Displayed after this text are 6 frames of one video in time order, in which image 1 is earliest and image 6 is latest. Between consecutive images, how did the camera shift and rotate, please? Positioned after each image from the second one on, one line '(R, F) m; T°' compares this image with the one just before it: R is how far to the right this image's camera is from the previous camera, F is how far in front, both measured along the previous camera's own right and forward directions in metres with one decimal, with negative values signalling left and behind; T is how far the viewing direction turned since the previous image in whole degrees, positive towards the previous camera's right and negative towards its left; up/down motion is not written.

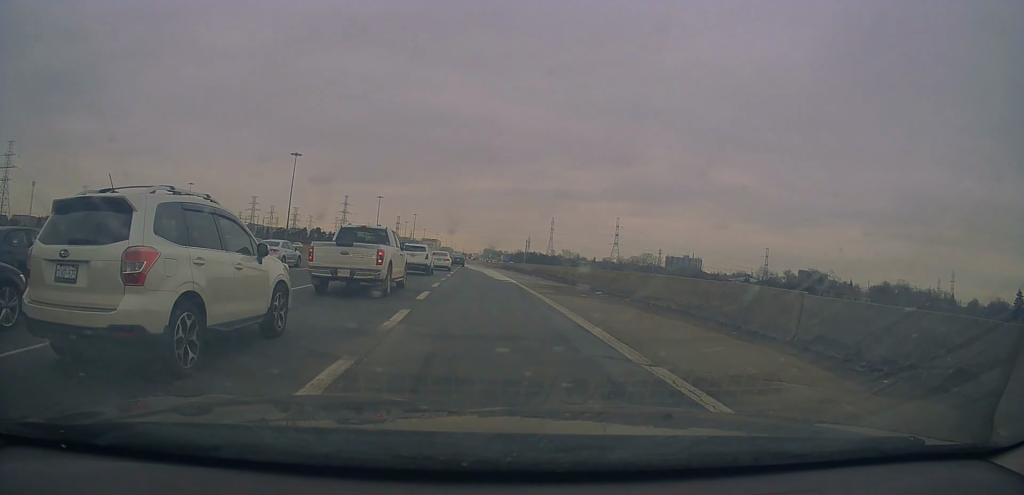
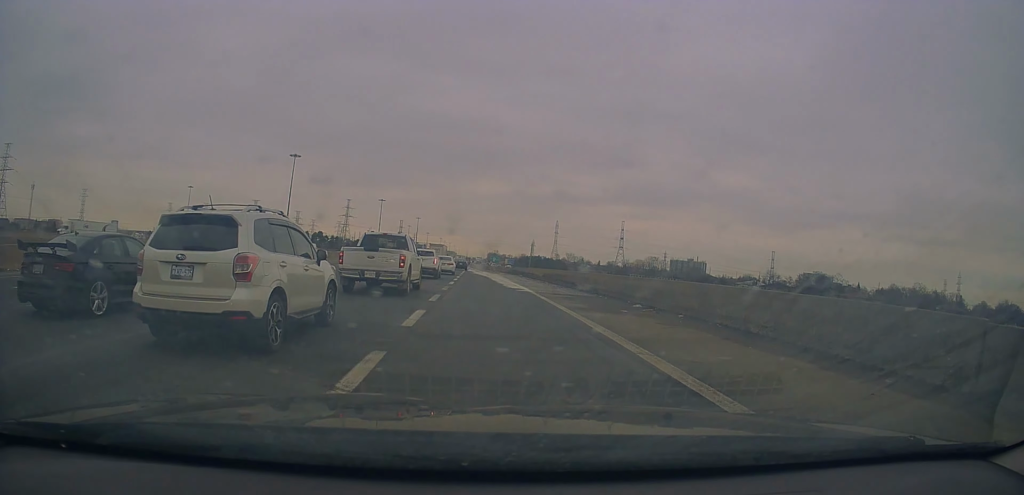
(0.0, +4.6) m; 0°
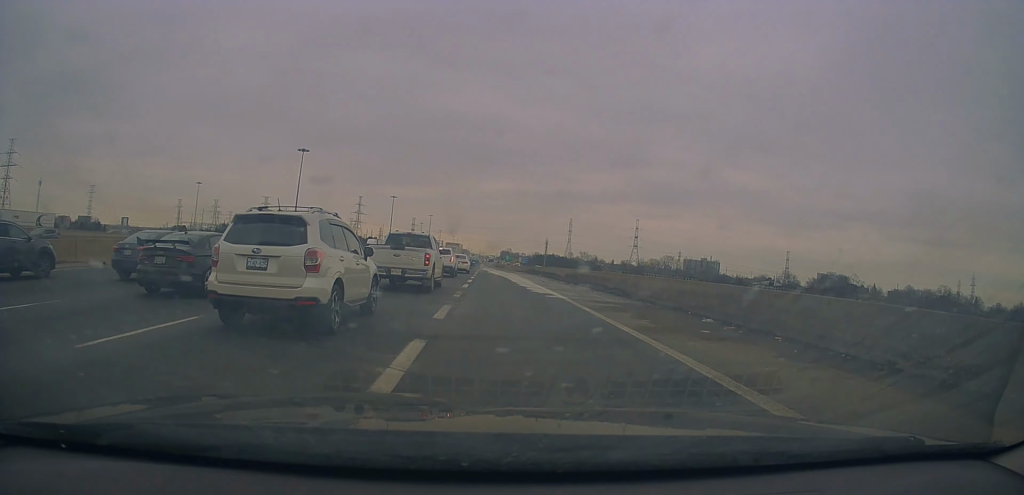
(0.0, +4.3) m; 0°
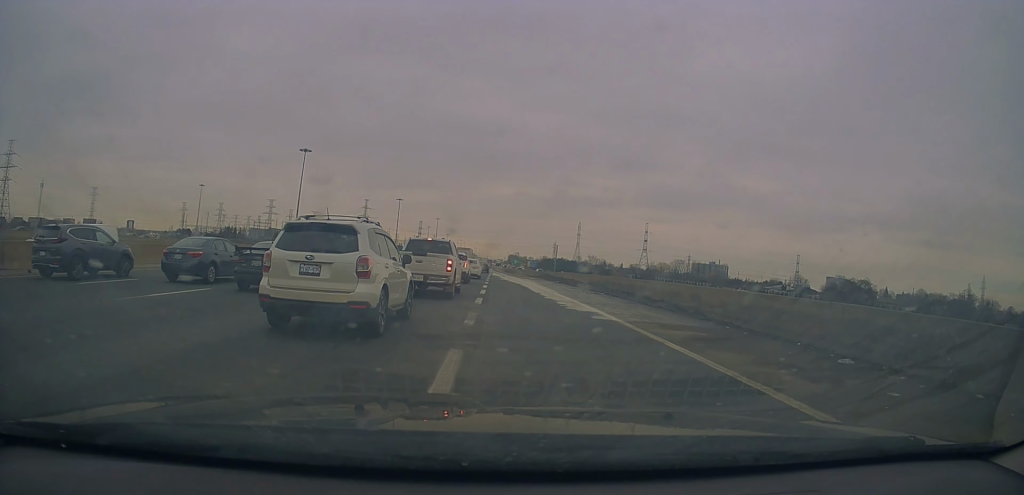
(+0.1, +5.6) m; +1°
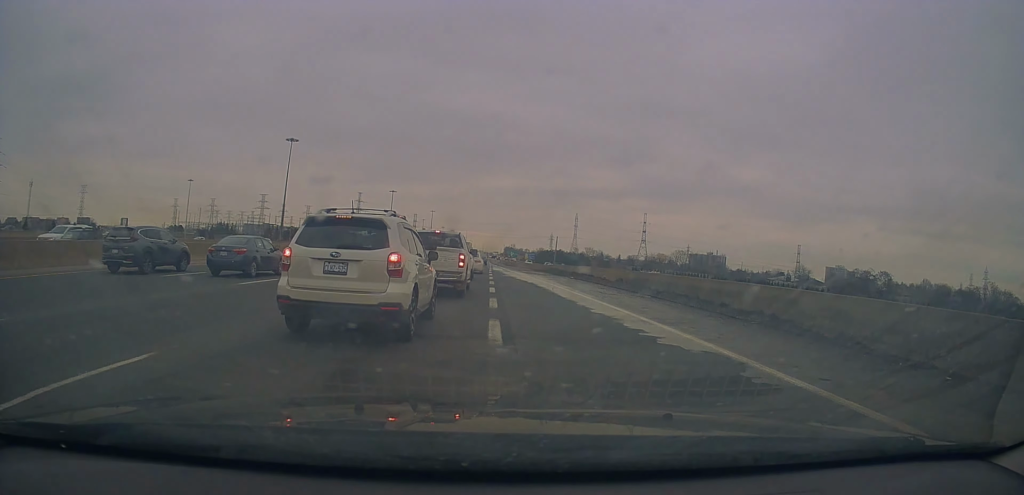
(+0.1, +8.1) m; 0°
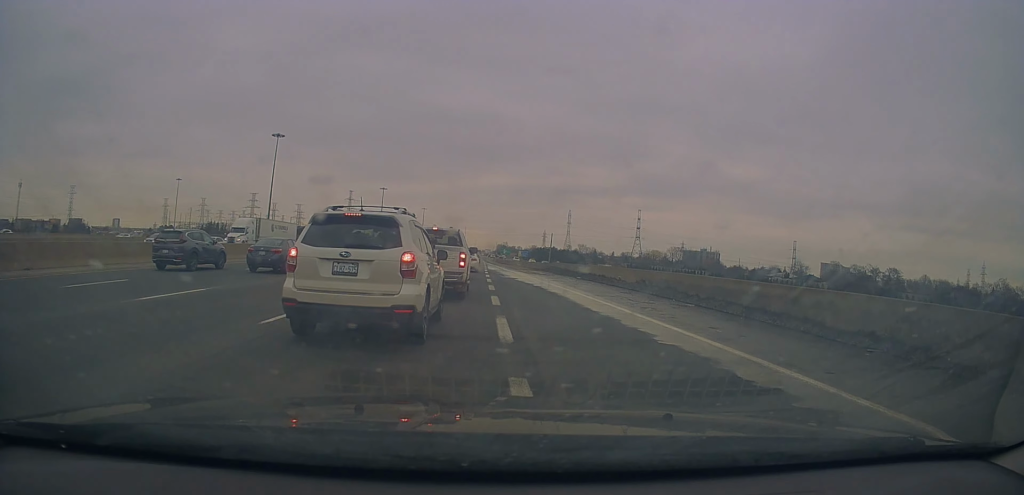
(0.0, +5.6) m; +2°
